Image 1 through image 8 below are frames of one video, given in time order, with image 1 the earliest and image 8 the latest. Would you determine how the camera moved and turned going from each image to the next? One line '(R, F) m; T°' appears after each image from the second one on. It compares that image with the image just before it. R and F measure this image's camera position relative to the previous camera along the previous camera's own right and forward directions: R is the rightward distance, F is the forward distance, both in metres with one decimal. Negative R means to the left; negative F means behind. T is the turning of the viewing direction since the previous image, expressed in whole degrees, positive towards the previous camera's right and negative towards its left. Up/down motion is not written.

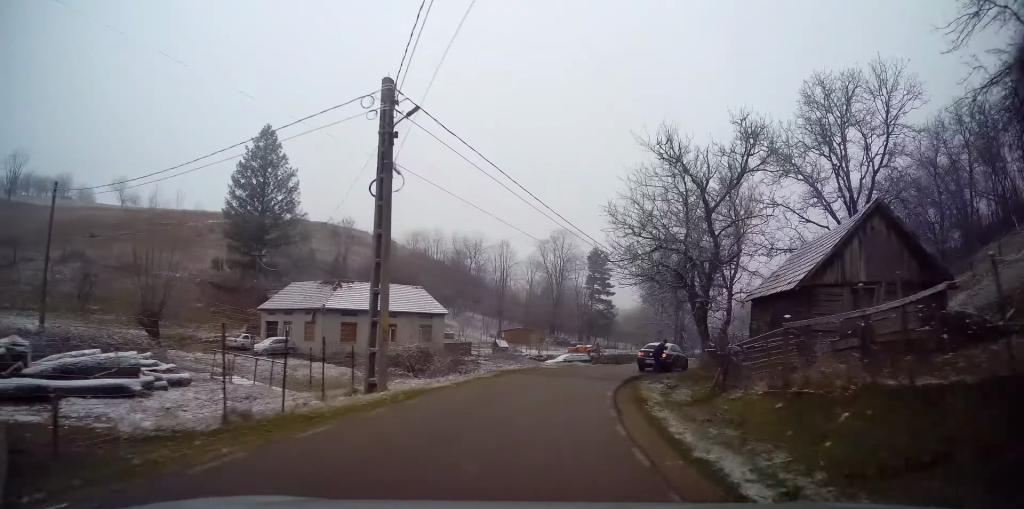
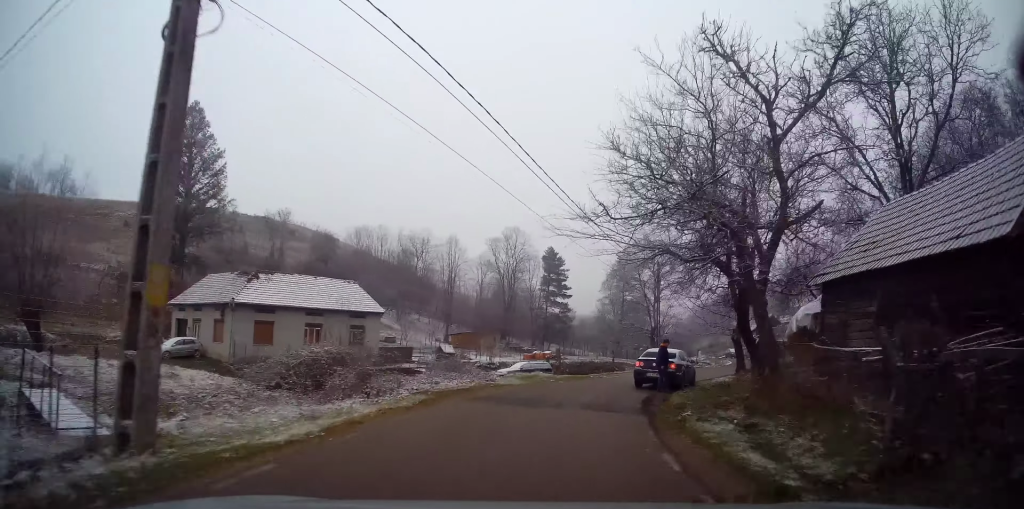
(+0.4, +7.8) m; +6°
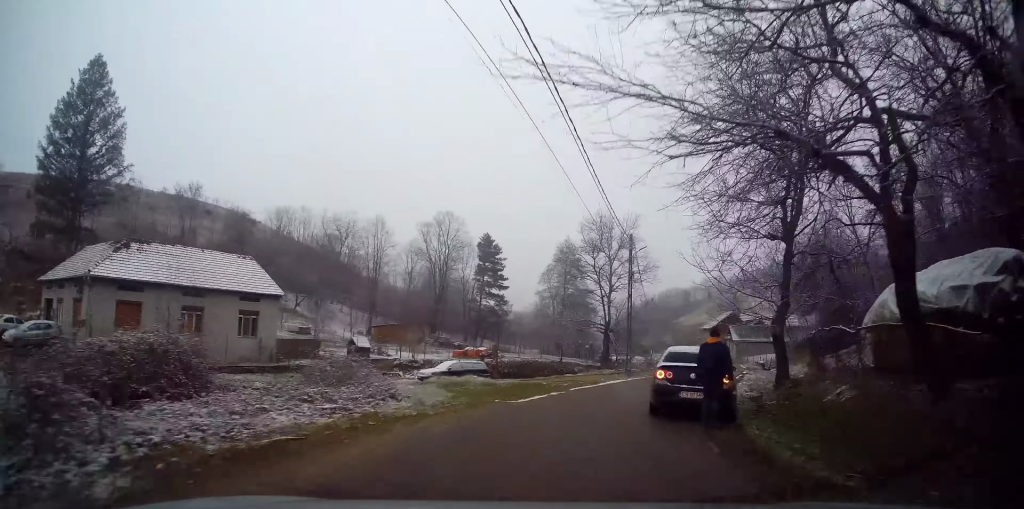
(+0.5, +8.5) m; +7°
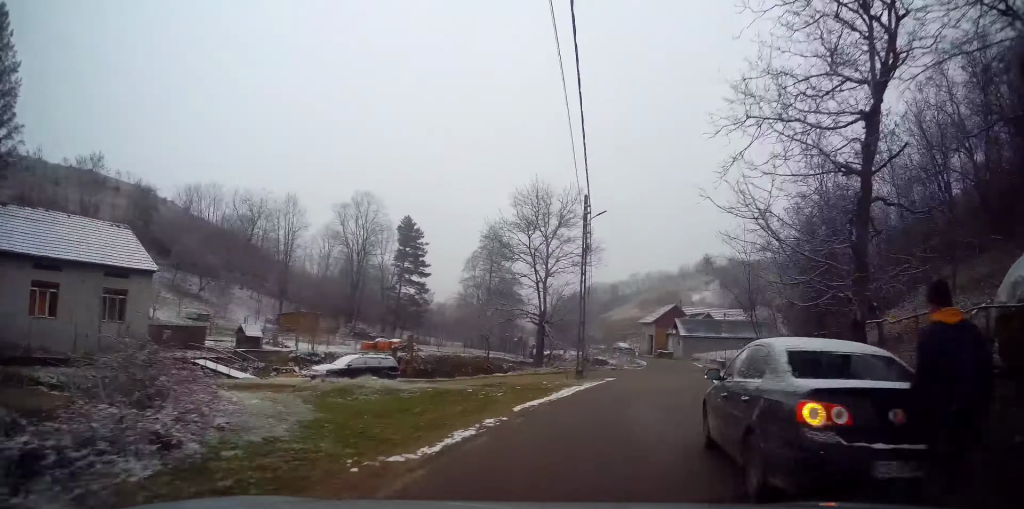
(+0.4, +6.7) m; +7°
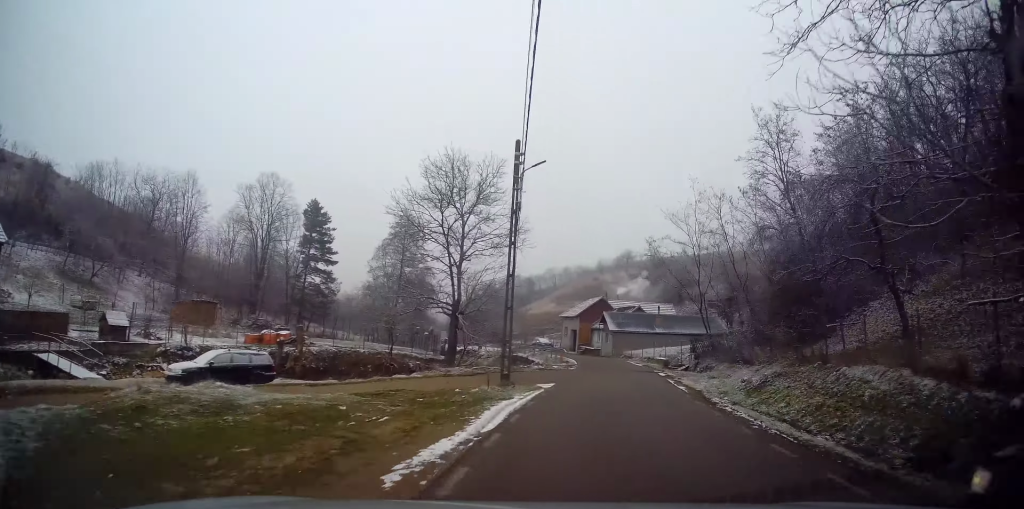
(+0.2, +6.1) m; +7°
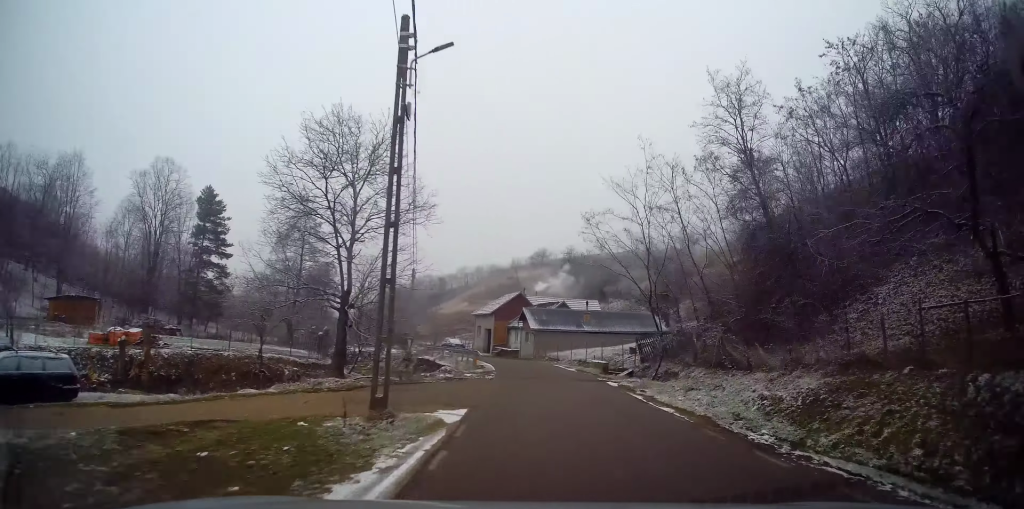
(+0.7, +7.4) m; +8°
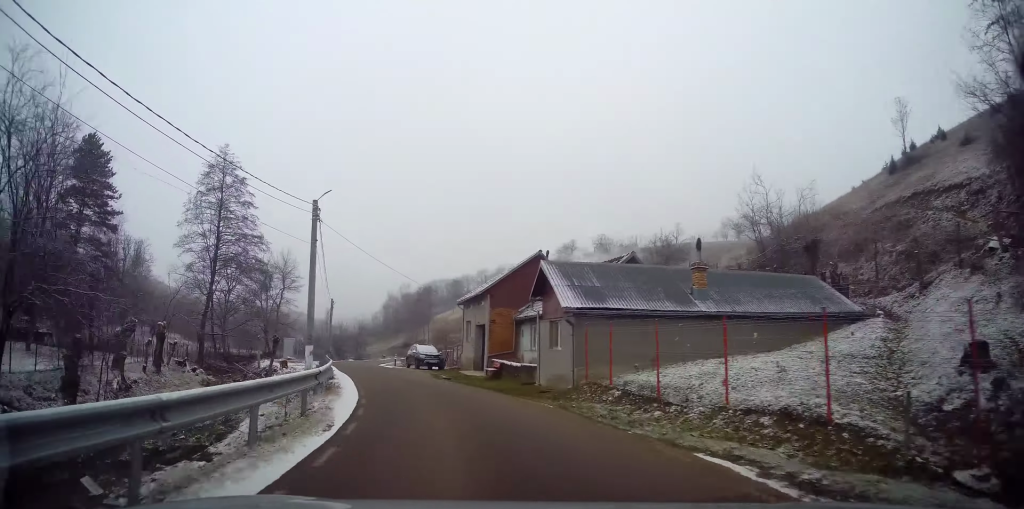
(+2.9, +28.1) m; -2°
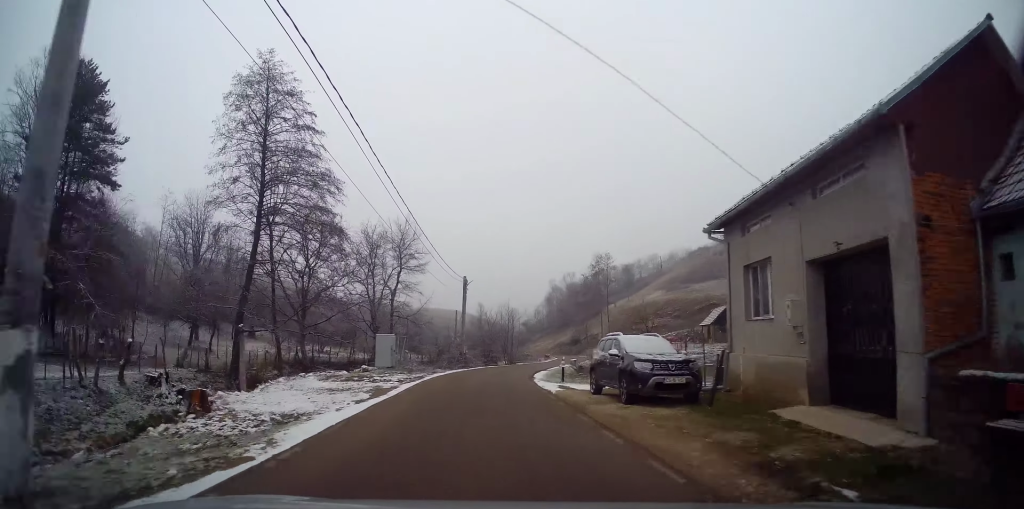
(-3.8, +22.8) m; -14°
